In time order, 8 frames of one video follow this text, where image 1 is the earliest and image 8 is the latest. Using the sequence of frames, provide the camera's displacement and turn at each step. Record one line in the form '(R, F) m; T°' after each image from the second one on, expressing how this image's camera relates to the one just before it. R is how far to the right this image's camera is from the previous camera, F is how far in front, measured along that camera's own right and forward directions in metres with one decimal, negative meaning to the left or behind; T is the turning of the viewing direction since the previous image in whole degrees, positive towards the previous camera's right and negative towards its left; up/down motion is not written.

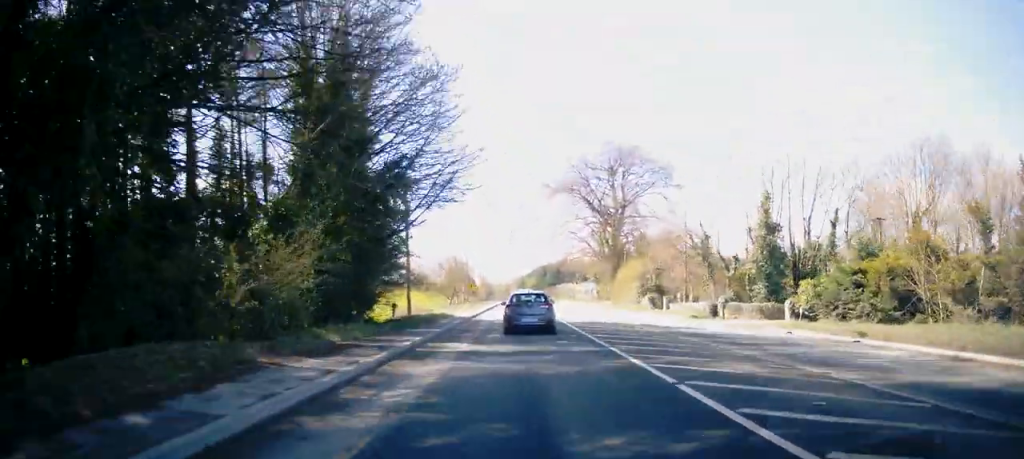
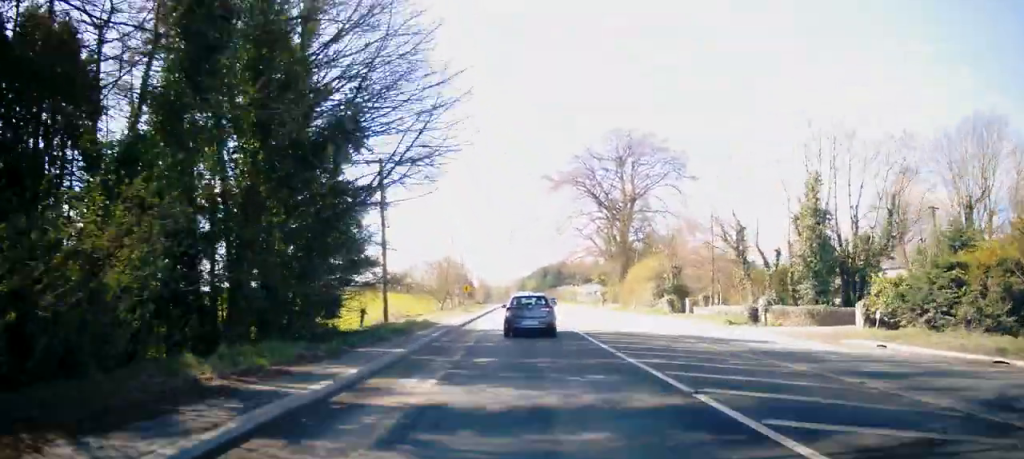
(0.0, +6.7) m; 0°
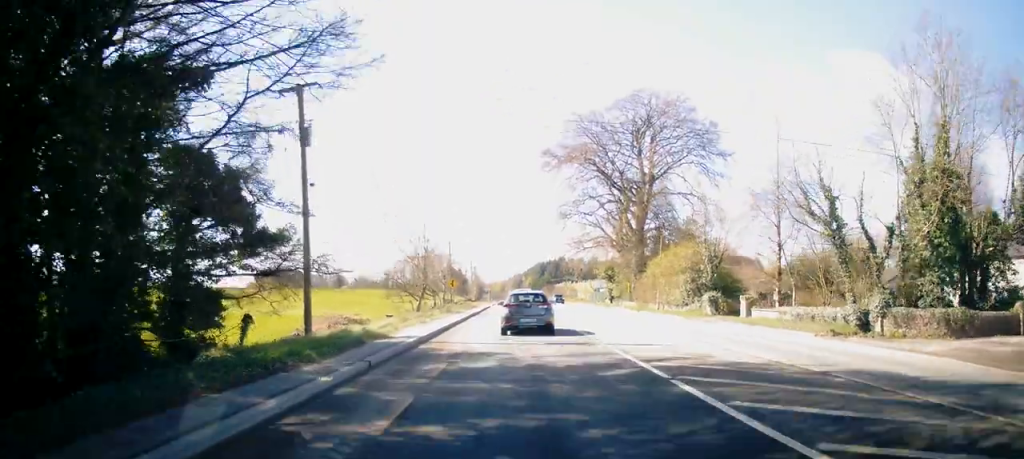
(-0.1, +11.3) m; -1°
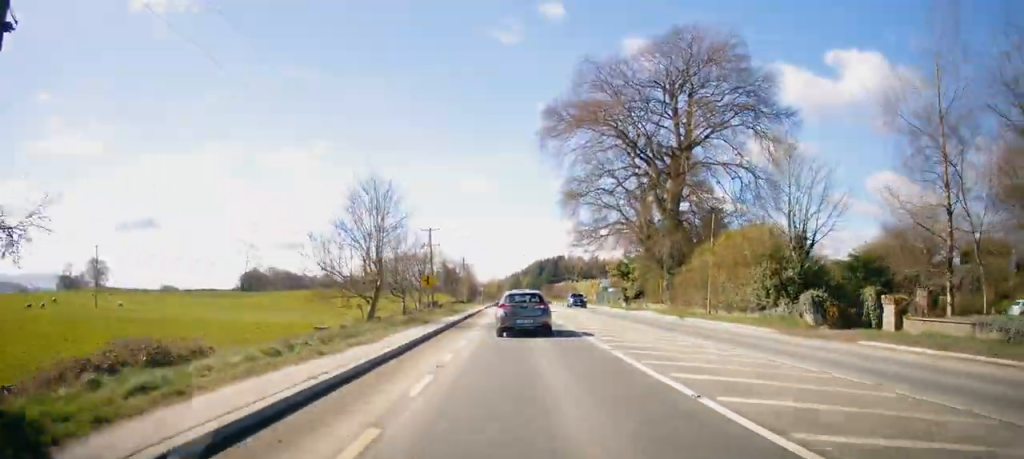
(-0.1, +13.9) m; 0°
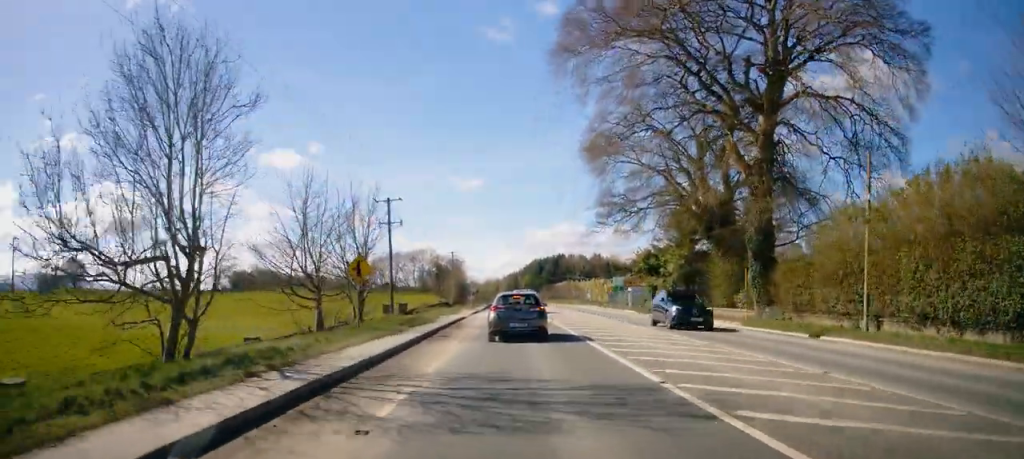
(+0.2, +17.4) m; +2°
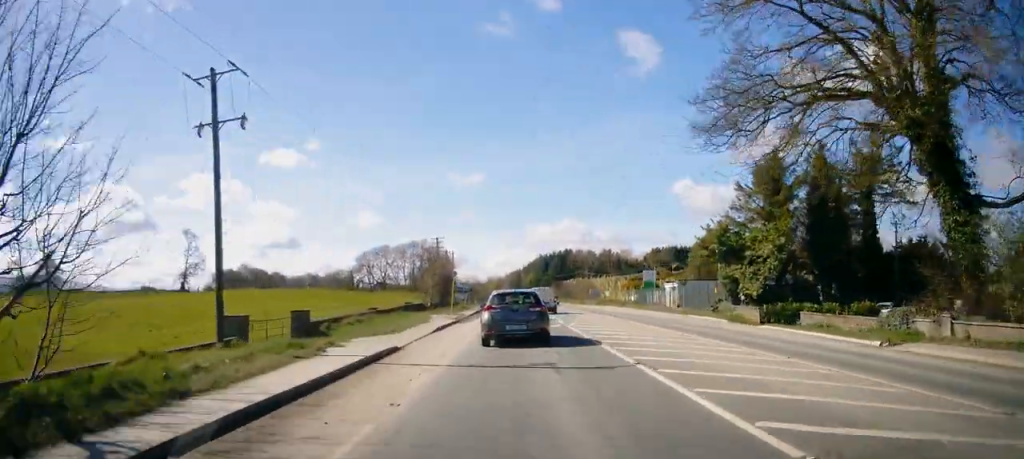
(+0.1, +22.5) m; -1°
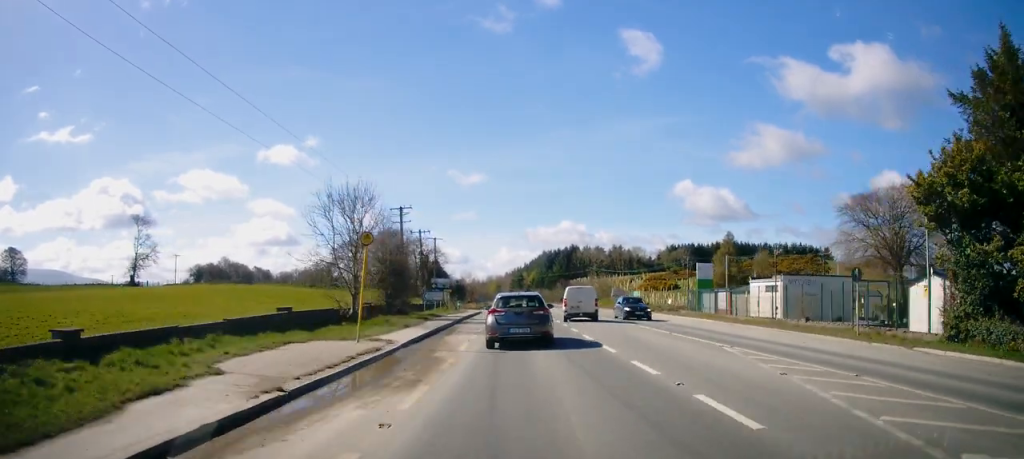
(0.0, +25.0) m; 0°
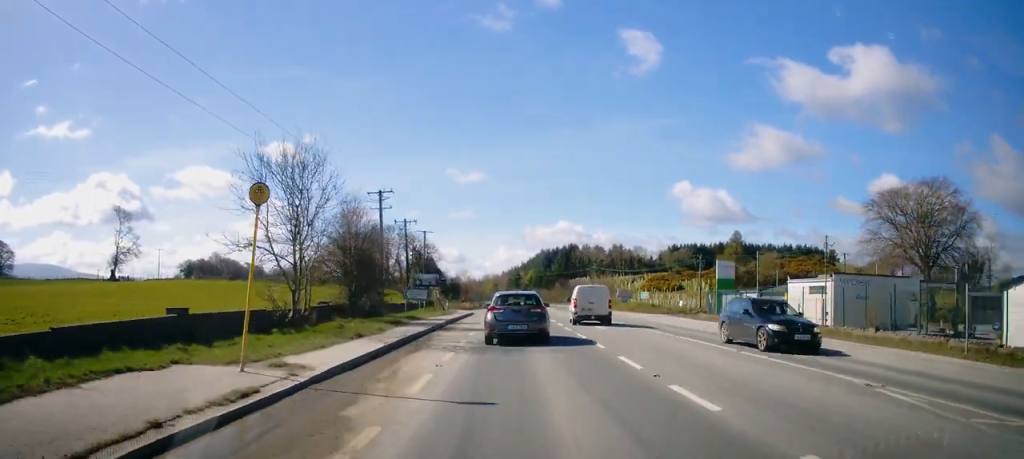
(0.0, +7.2) m; -1°
